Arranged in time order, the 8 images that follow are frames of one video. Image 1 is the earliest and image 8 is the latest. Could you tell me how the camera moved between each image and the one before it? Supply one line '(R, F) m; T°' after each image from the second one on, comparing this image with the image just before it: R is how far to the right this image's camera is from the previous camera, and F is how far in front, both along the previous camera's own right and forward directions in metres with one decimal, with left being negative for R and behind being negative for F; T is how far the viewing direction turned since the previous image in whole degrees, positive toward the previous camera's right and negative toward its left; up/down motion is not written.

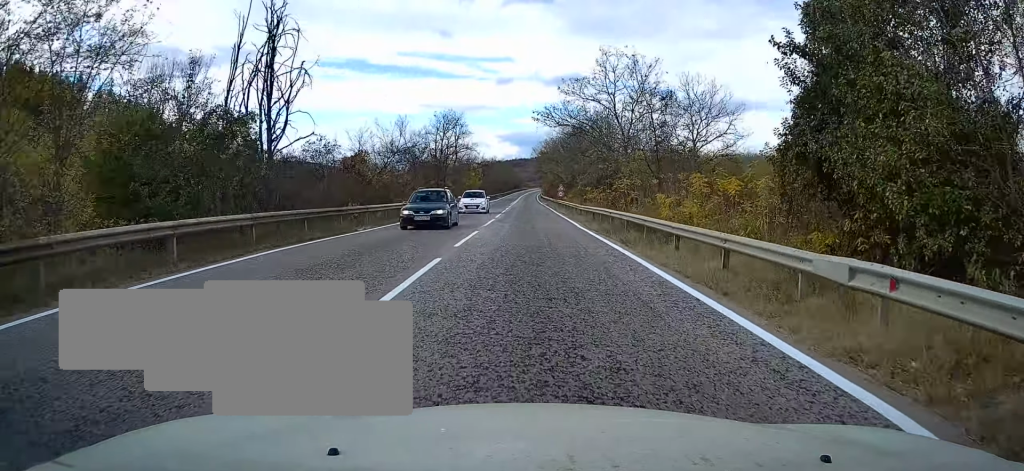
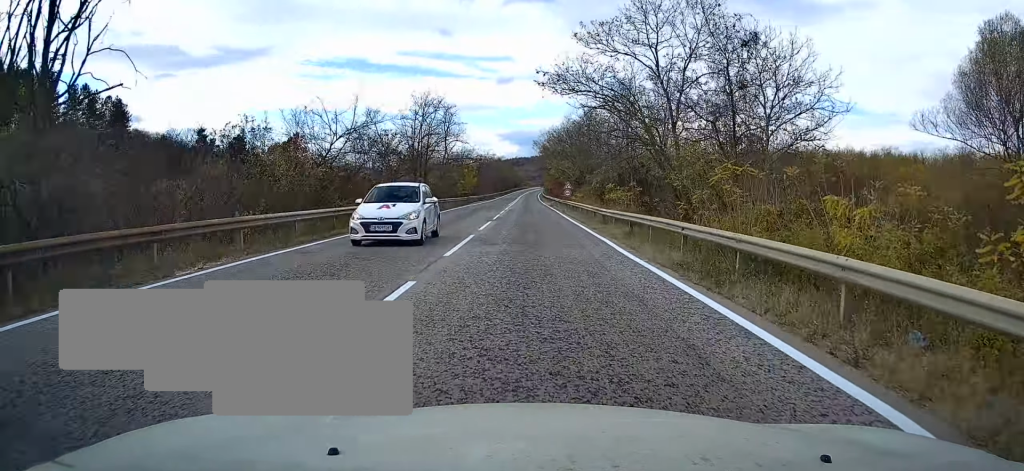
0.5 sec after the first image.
(-0.1, +12.2) m; 0°
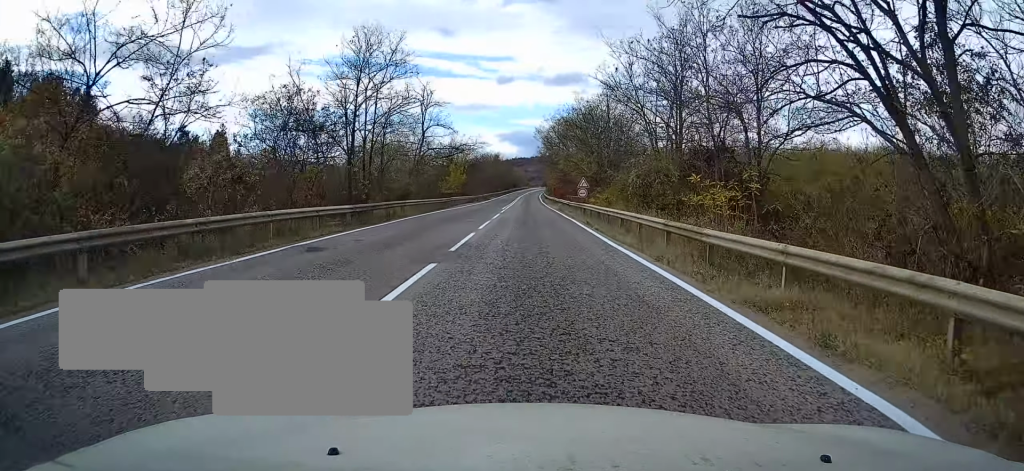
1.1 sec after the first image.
(+0.3, +17.3) m; 0°
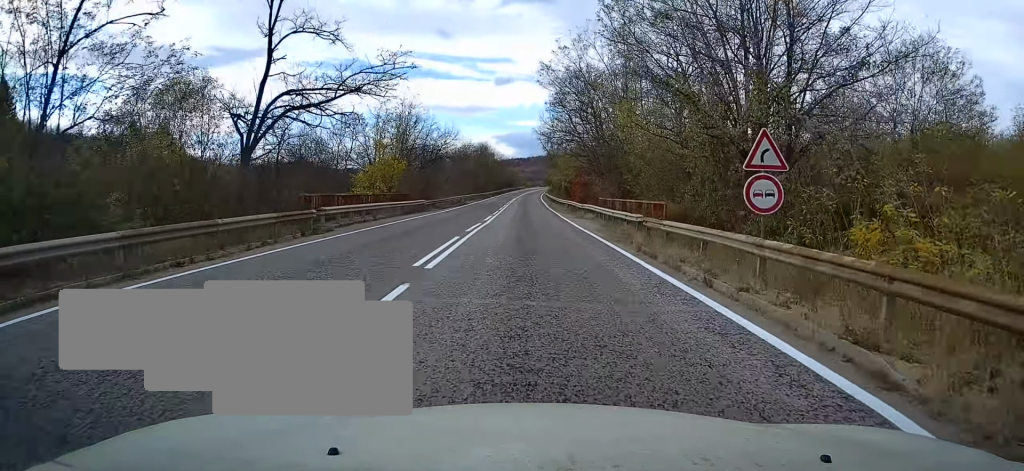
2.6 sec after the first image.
(-0.3, +37.1) m; 0°
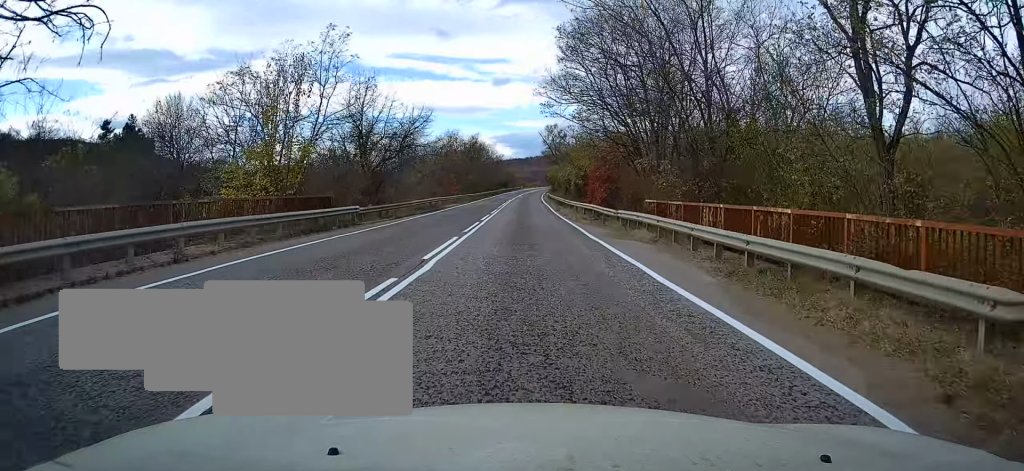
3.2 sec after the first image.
(+0.3, +17.1) m; 0°
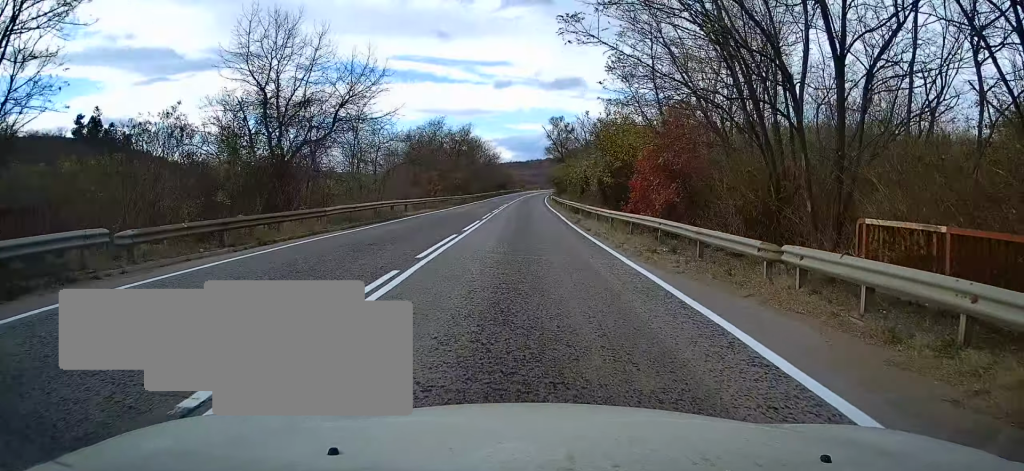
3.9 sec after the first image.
(-0.1, +17.2) m; 0°
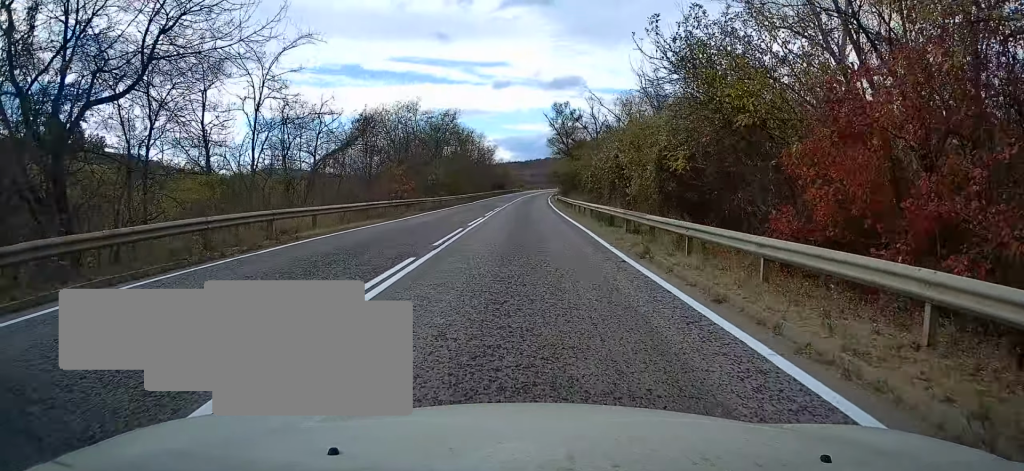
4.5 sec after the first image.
(-0.1, +16.3) m; 0°
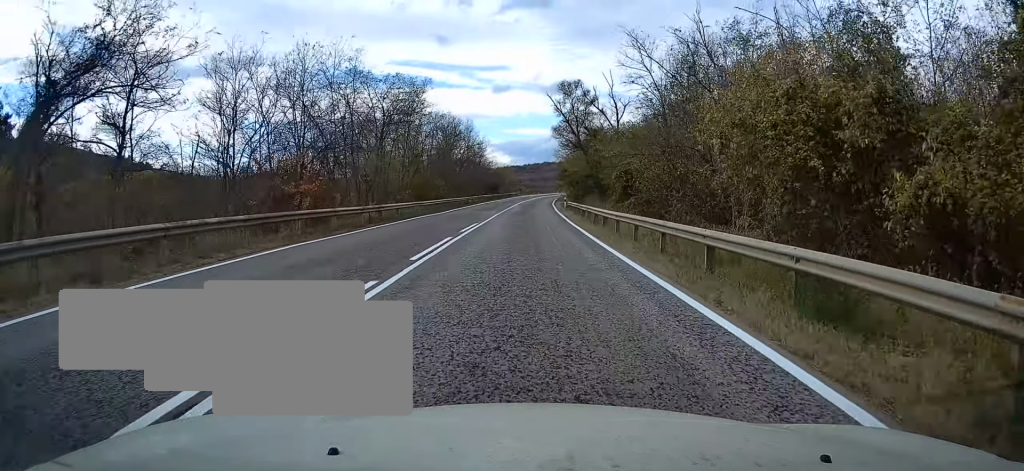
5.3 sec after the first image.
(+0.3, +20.6) m; +1°
